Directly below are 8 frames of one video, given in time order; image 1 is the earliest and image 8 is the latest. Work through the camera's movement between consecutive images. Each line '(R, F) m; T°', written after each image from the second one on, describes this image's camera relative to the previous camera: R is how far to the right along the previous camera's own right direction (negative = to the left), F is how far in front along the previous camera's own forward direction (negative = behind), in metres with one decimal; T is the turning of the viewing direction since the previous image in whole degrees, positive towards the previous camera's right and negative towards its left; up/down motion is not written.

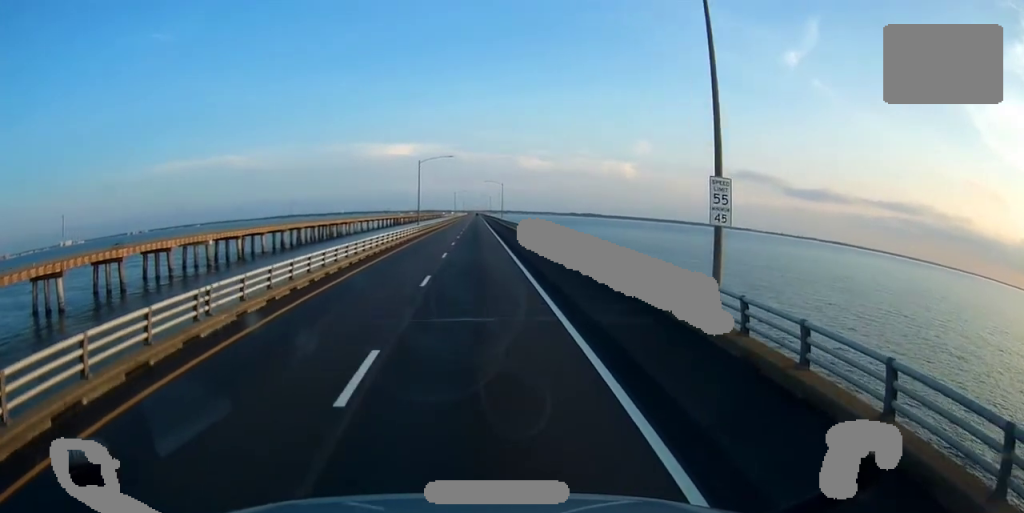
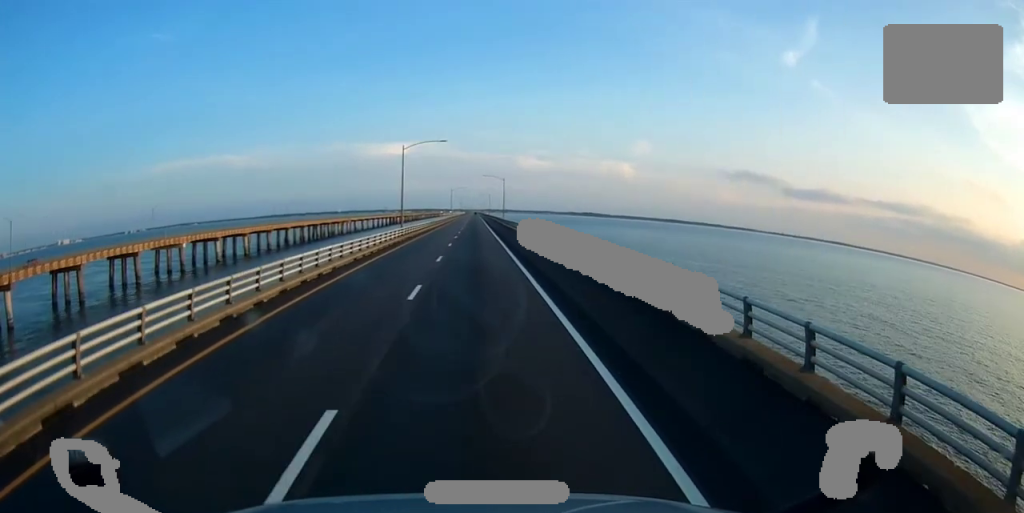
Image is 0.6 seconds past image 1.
(-0.3, +15.6) m; 0°
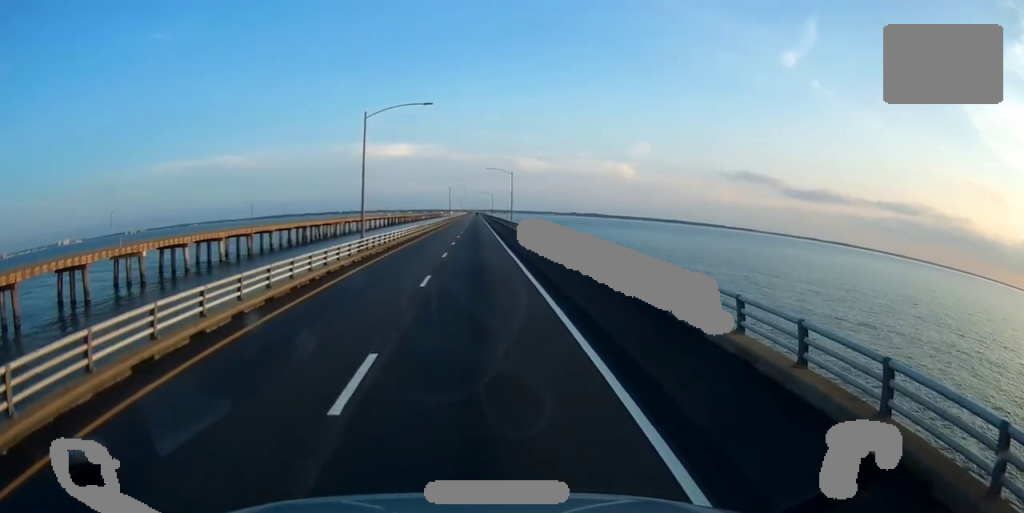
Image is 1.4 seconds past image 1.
(-0.1, +21.8) m; +1°
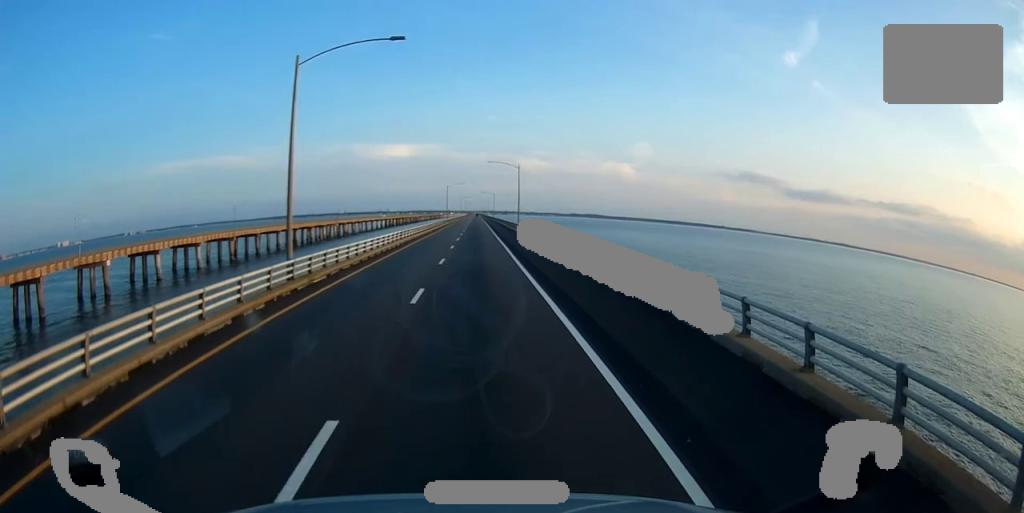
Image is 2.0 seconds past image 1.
(+0.1, +15.5) m; +1°
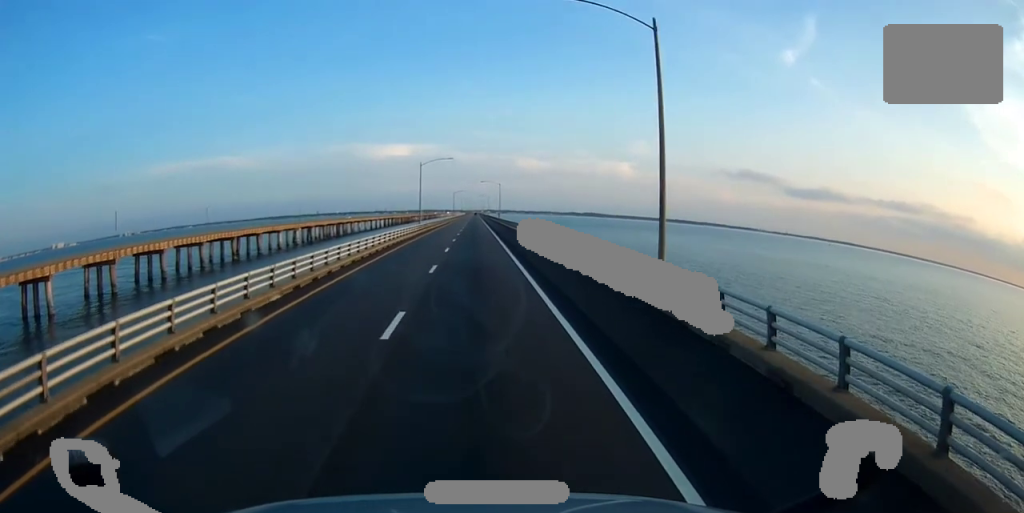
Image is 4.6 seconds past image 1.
(-0.7, +65.9) m; -2°
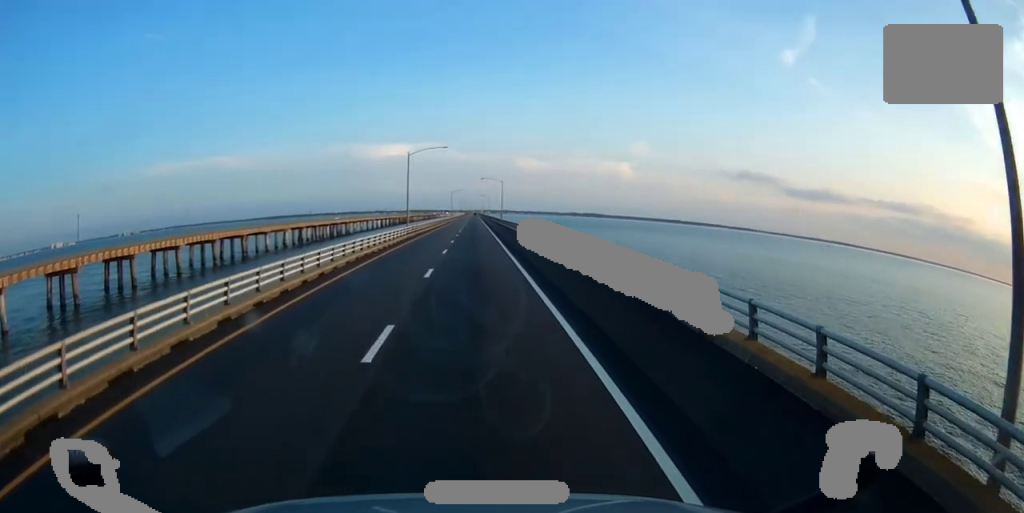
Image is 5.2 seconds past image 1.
(-0.2, +14.4) m; 0°
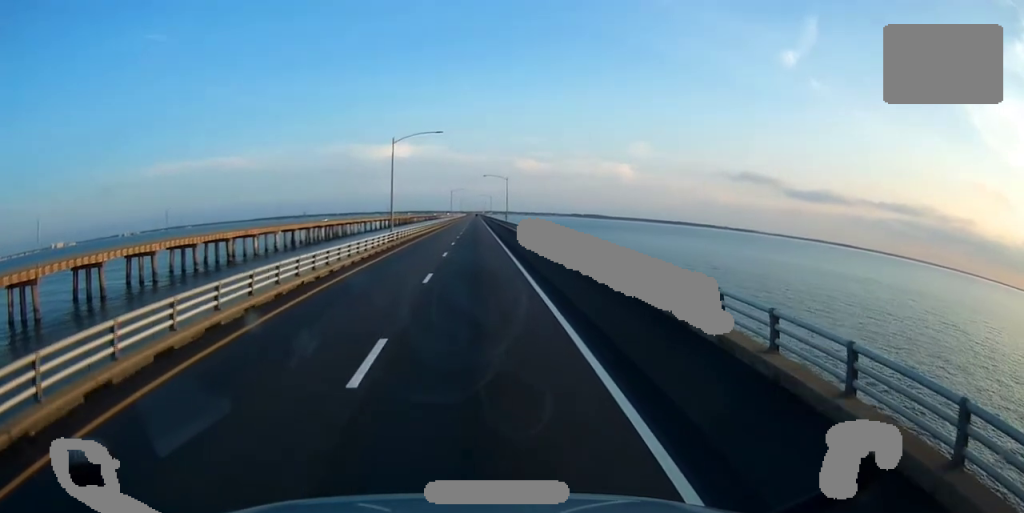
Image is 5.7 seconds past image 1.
(+0.2, +13.2) m; +1°
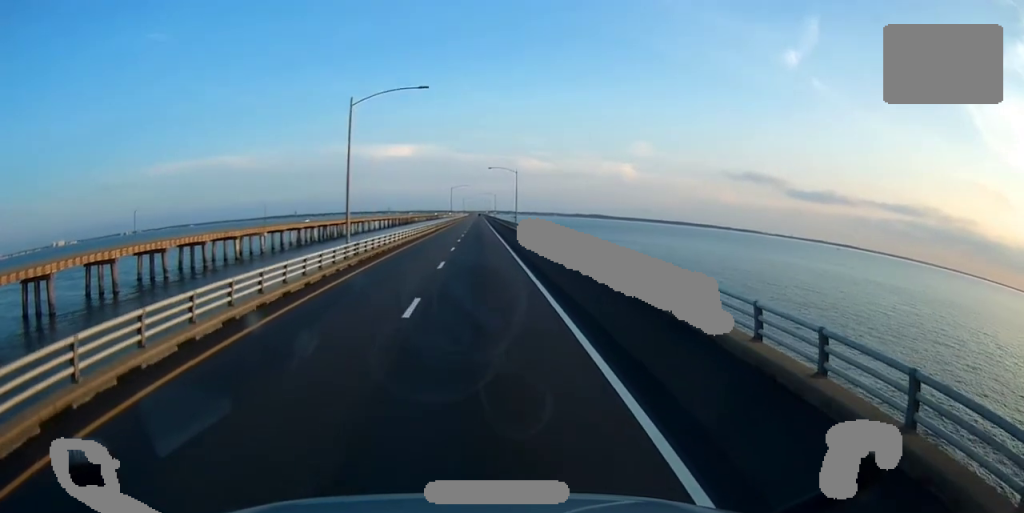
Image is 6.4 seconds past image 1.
(+0.2, +19.2) m; 0°
